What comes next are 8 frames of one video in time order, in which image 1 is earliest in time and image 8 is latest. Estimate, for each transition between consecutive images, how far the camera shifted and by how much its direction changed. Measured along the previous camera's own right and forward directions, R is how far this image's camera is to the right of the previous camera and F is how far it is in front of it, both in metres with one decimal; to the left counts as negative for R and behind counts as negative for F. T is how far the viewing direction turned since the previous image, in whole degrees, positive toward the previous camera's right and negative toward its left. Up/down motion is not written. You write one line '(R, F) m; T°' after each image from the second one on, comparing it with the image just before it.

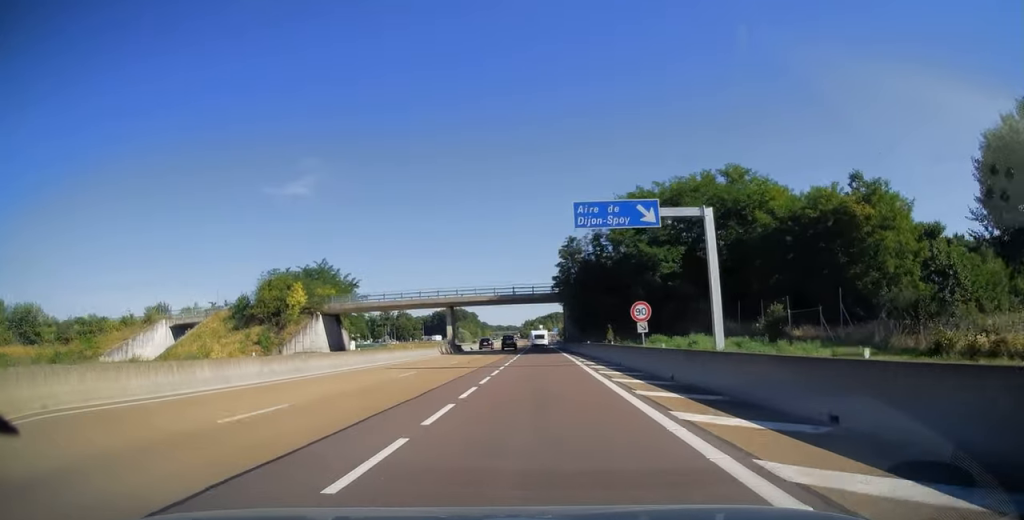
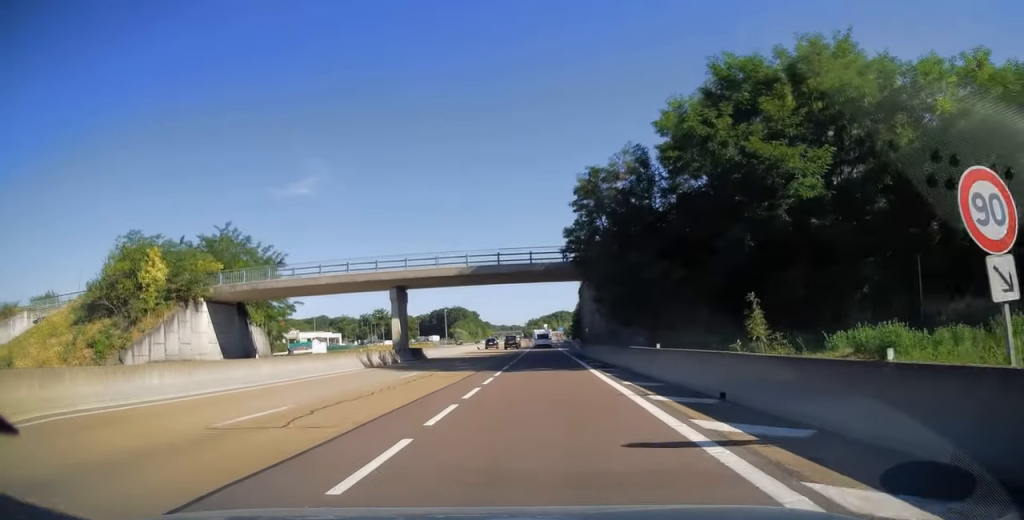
(-0.1, +25.9) m; -1°
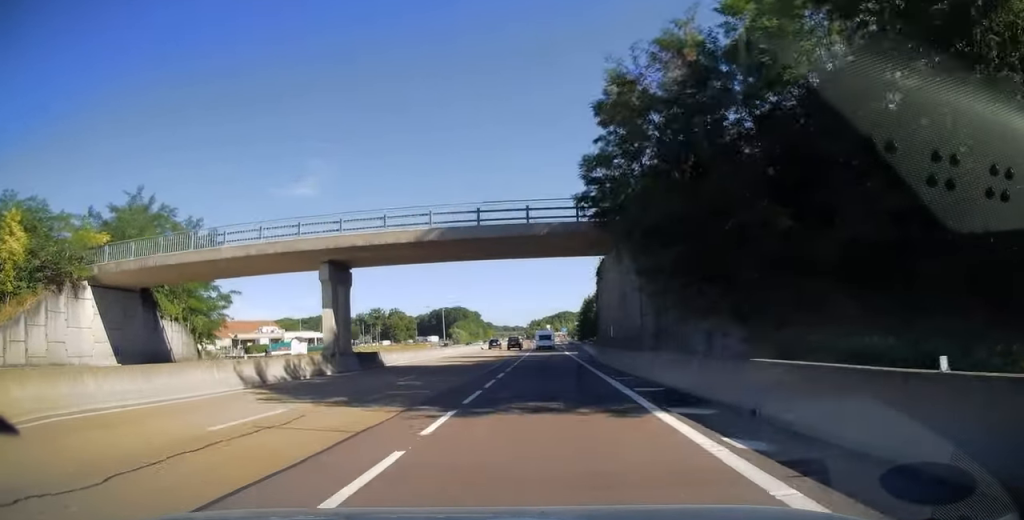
(0.0, +13.7) m; 0°
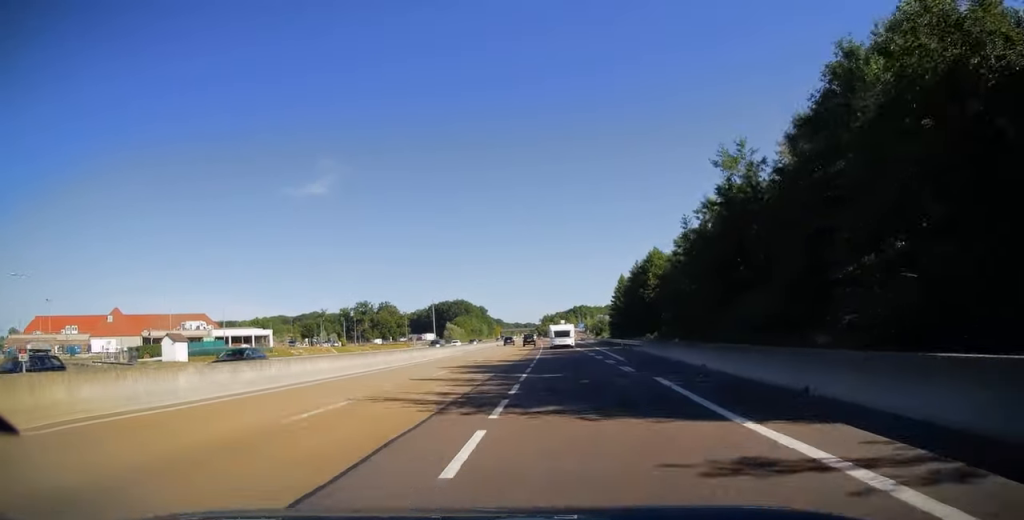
(-0.6, +50.3) m; -1°
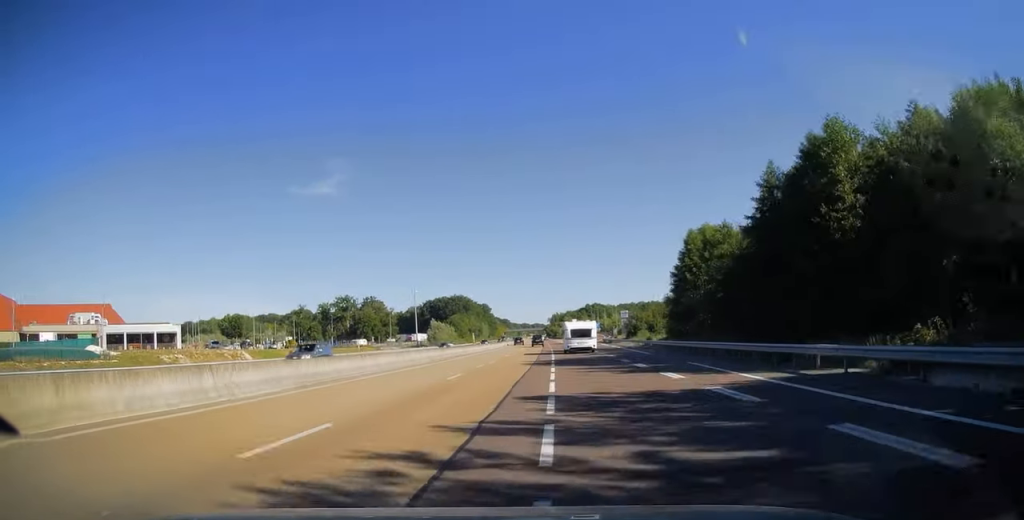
(-0.3, +42.7) m; -1°
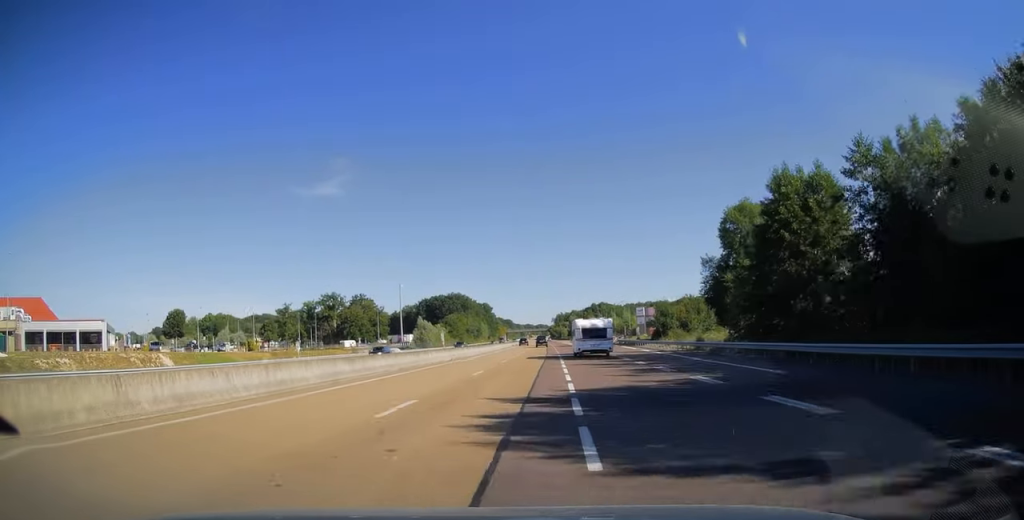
(-0.1, +21.8) m; 0°
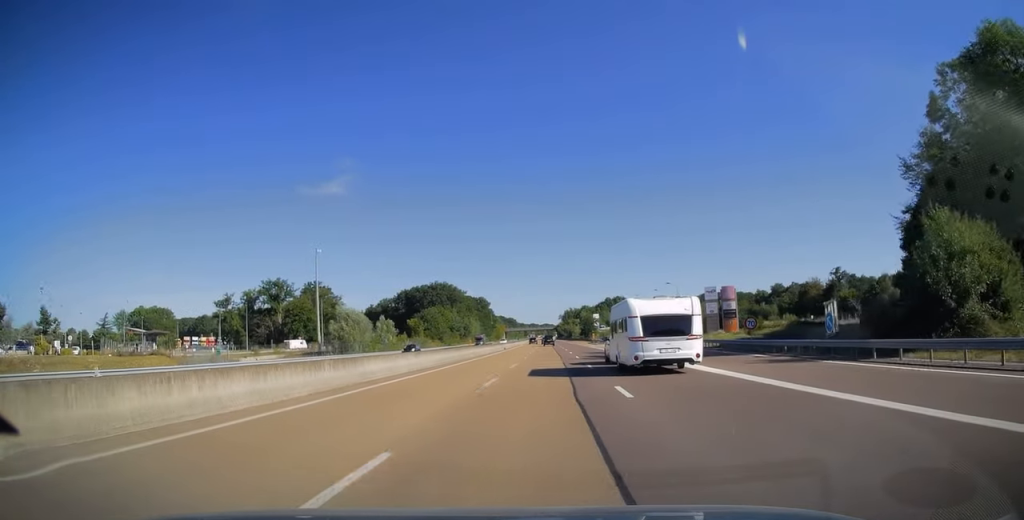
(-0.5, +58.3) m; -1°
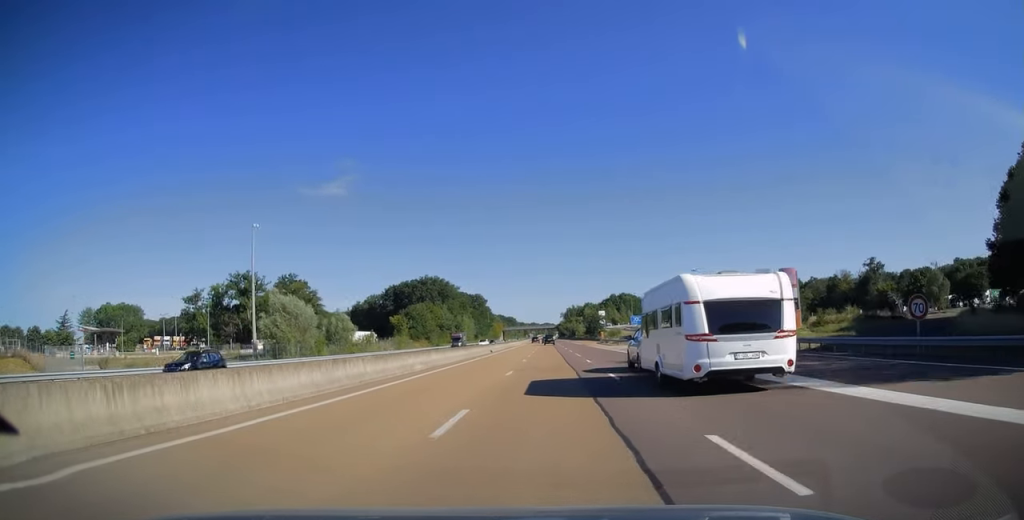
(-0.1, +21.3) m; 0°
